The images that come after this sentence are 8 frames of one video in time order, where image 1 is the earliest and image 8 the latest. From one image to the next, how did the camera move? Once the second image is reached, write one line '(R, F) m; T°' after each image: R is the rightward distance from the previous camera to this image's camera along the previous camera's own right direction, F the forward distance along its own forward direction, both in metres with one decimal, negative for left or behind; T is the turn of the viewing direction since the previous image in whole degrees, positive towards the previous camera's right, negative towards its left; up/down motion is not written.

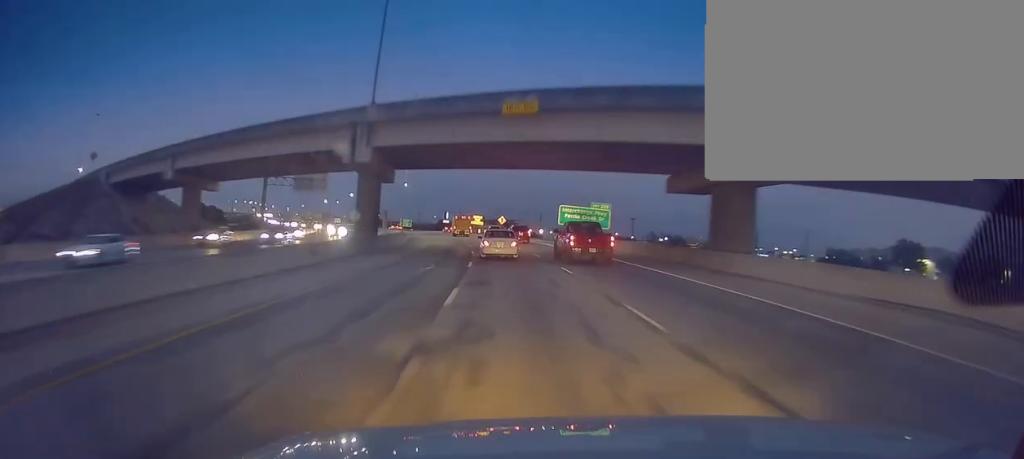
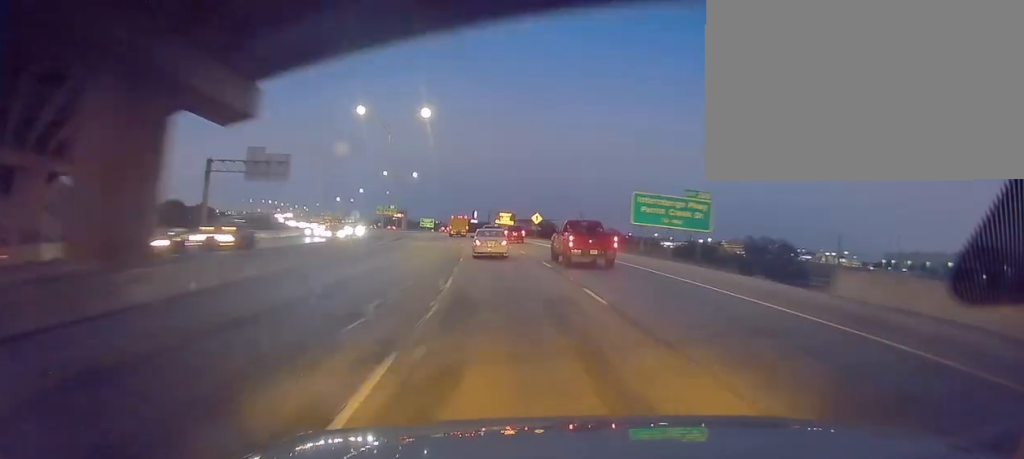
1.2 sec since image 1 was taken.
(-1.3, +32.8) m; -3°
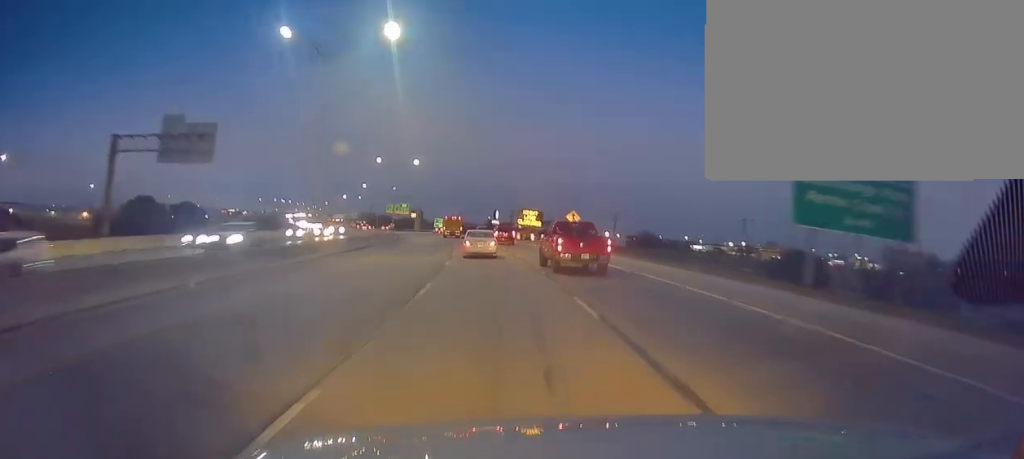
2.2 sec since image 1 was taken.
(-0.2, +26.4) m; -2°
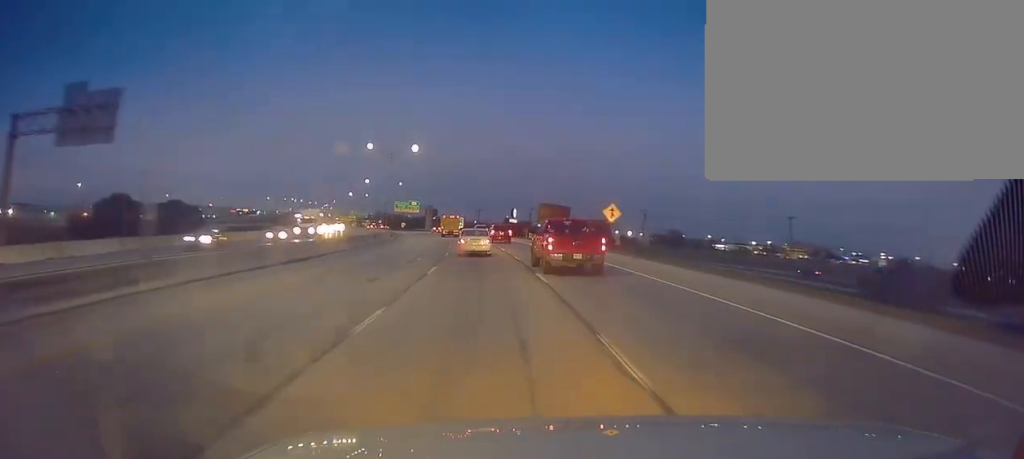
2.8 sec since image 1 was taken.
(-0.3, +18.1) m; -2°
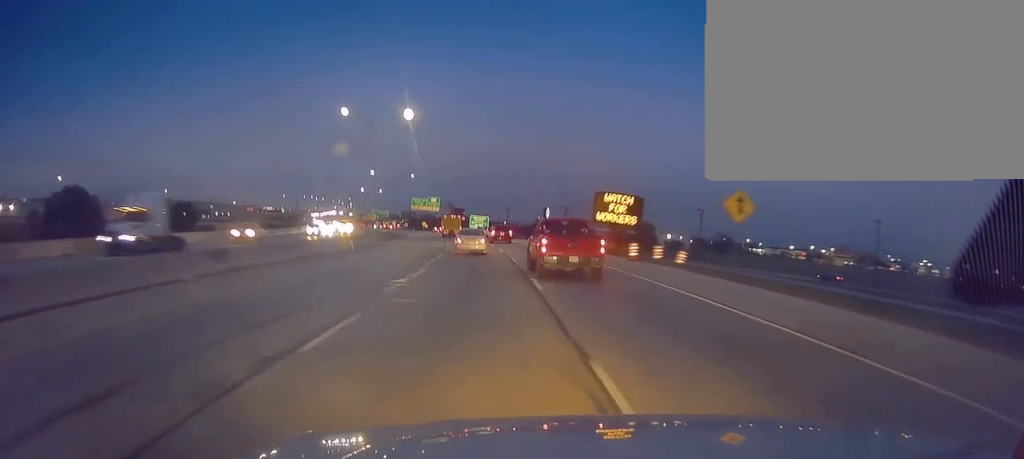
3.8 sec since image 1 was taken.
(-0.8, +26.0) m; -3°
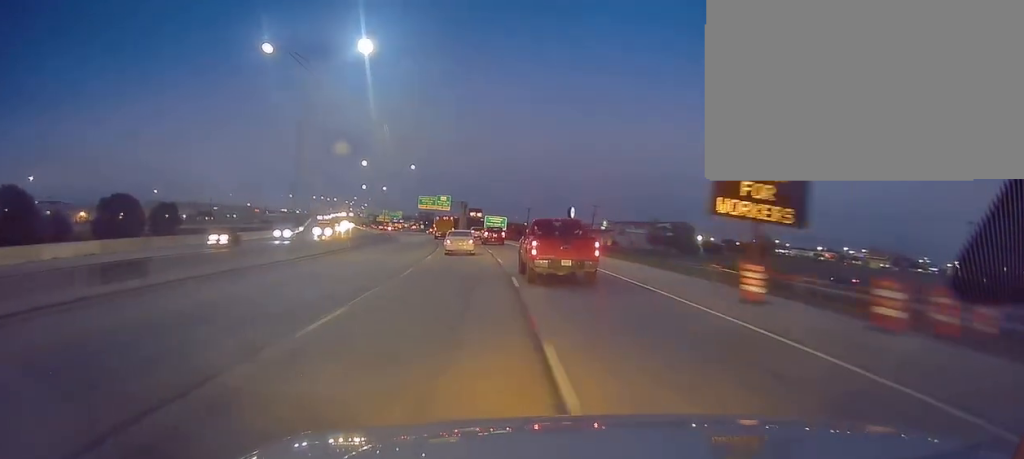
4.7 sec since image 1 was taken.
(-0.1, +23.4) m; -3°
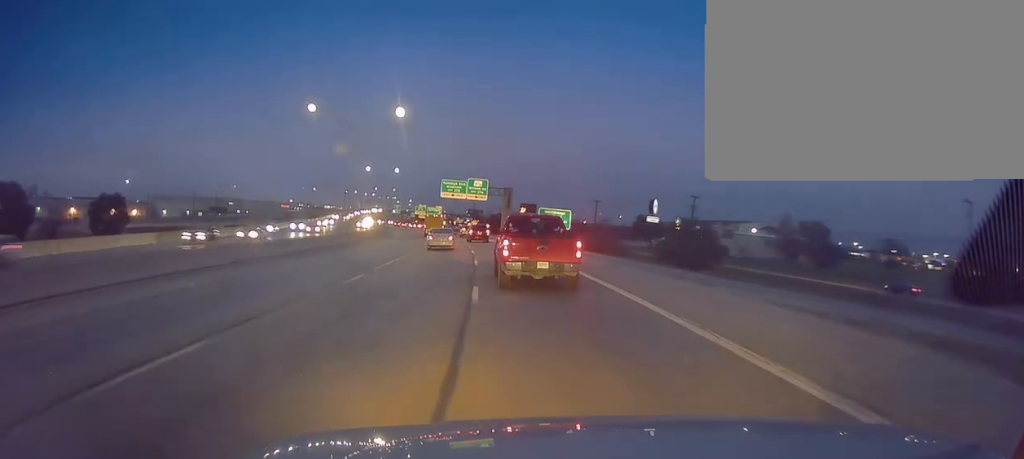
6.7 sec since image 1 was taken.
(-2.6, +53.7) m; -5°
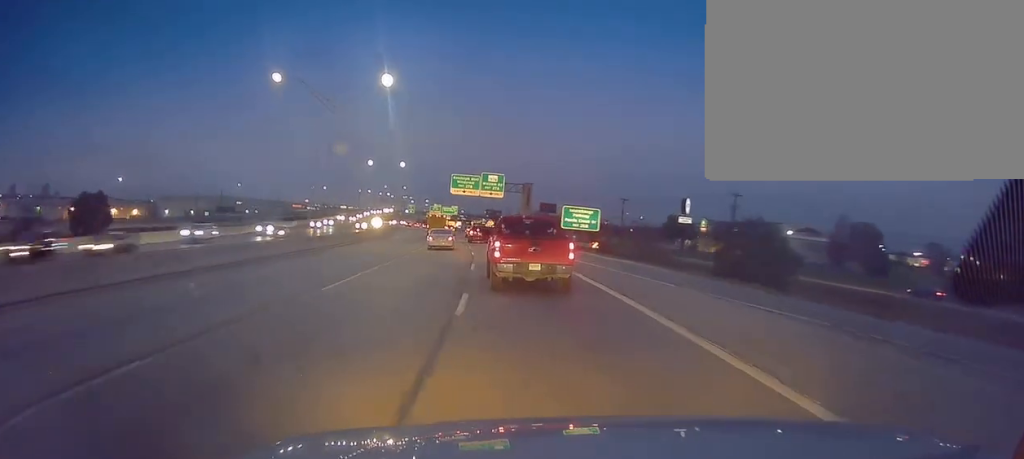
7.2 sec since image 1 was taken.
(-0.3, +14.1) m; -2°
